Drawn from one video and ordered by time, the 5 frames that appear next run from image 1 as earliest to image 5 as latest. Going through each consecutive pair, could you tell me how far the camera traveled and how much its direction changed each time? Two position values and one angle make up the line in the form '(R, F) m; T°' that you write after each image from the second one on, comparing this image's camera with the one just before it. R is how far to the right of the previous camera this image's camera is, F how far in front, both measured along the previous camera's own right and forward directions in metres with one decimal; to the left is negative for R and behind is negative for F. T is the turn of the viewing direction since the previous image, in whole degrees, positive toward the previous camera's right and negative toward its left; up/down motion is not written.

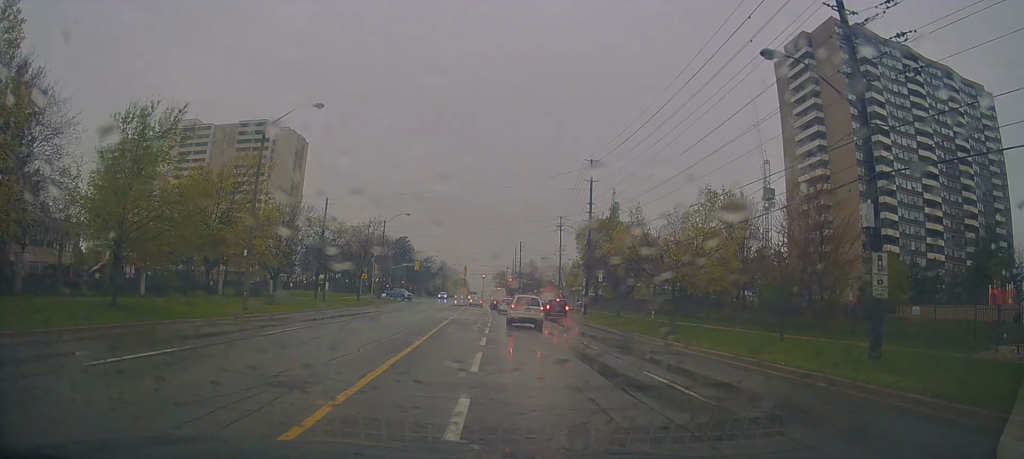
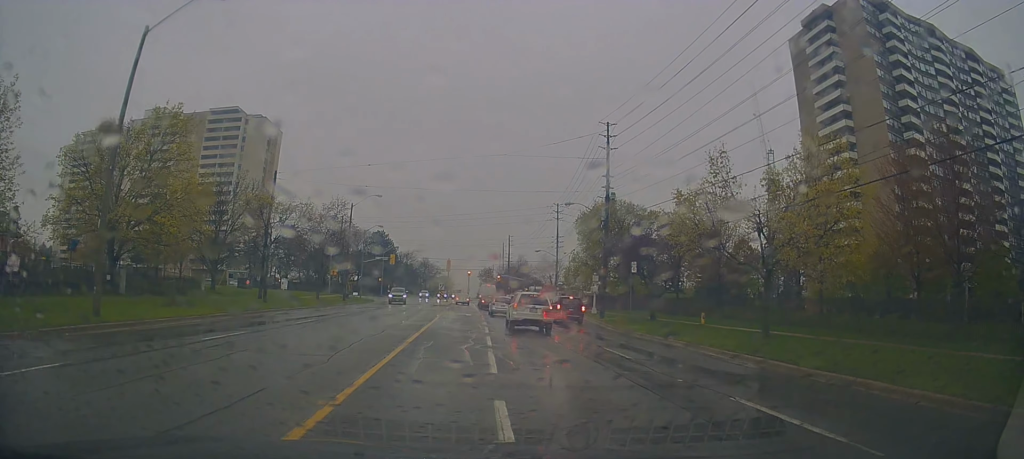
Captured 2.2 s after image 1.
(-0.2, +12.2) m; -2°
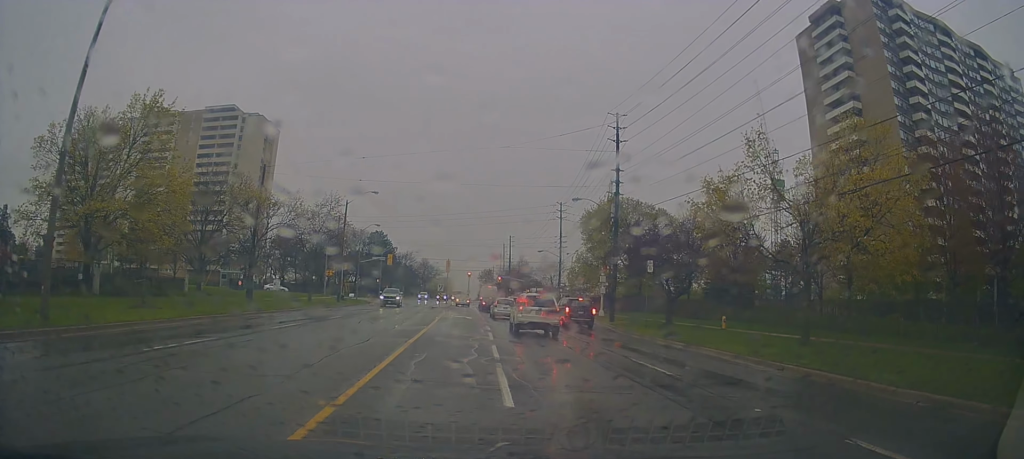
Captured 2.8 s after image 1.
(-0.4, +2.7) m; 0°
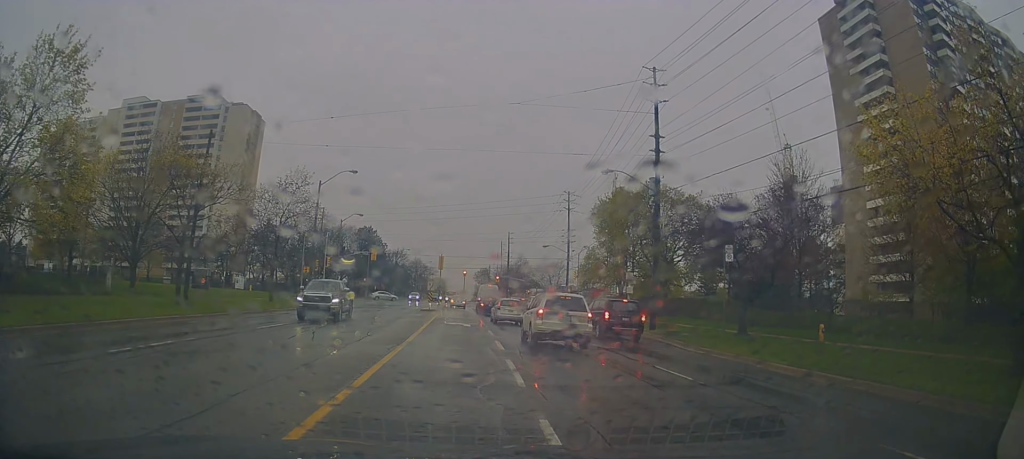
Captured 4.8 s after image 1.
(+0.2, +10.0) m; +5°
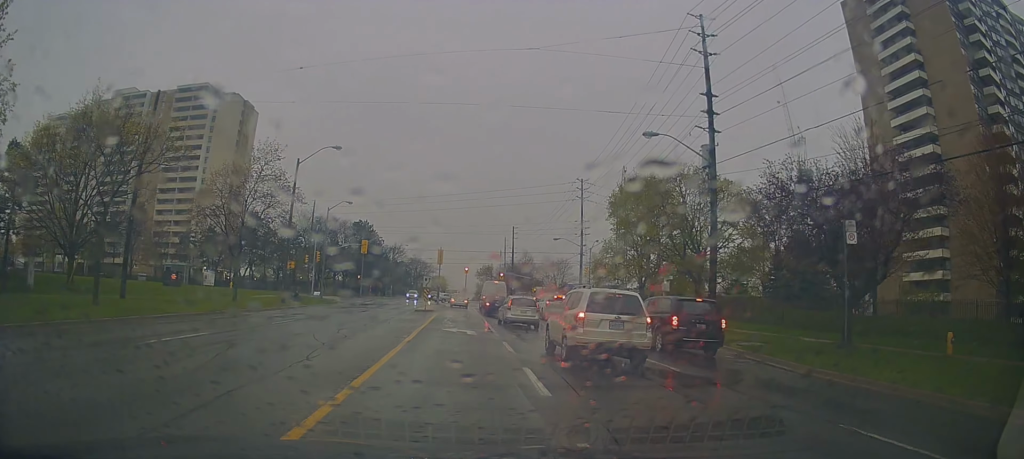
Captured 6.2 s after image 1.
(+0.8, +7.0) m; -1°
